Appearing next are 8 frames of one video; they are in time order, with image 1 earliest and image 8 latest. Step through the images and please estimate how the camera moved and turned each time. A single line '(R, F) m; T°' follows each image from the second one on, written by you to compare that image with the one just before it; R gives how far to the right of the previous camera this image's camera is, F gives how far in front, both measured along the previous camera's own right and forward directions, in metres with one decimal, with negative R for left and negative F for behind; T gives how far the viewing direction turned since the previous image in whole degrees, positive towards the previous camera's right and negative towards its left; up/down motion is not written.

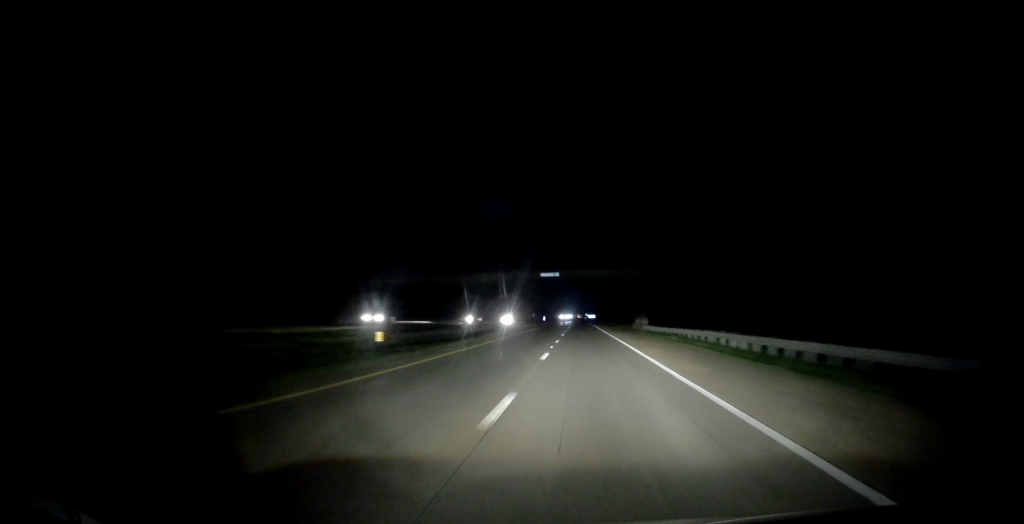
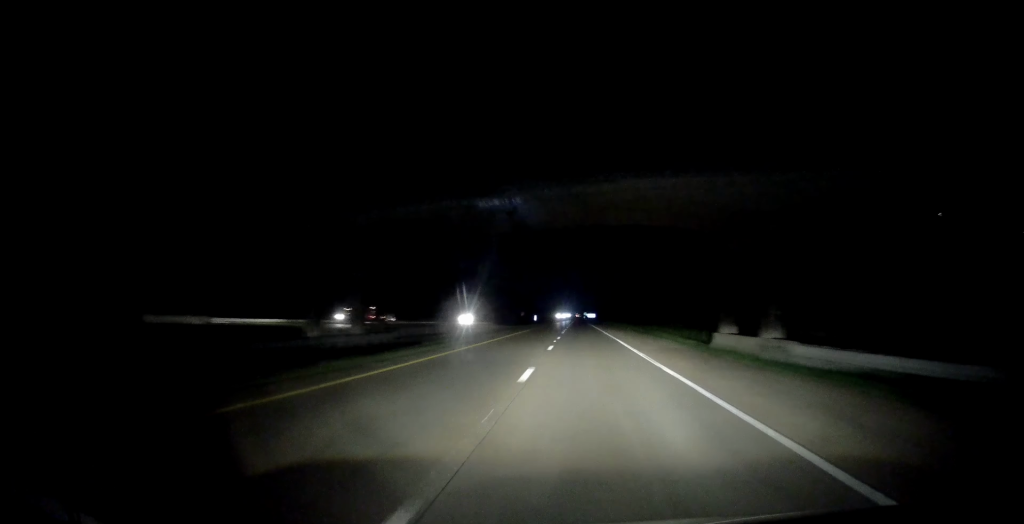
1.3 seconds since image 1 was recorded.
(-0.2, +42.8) m; -1°
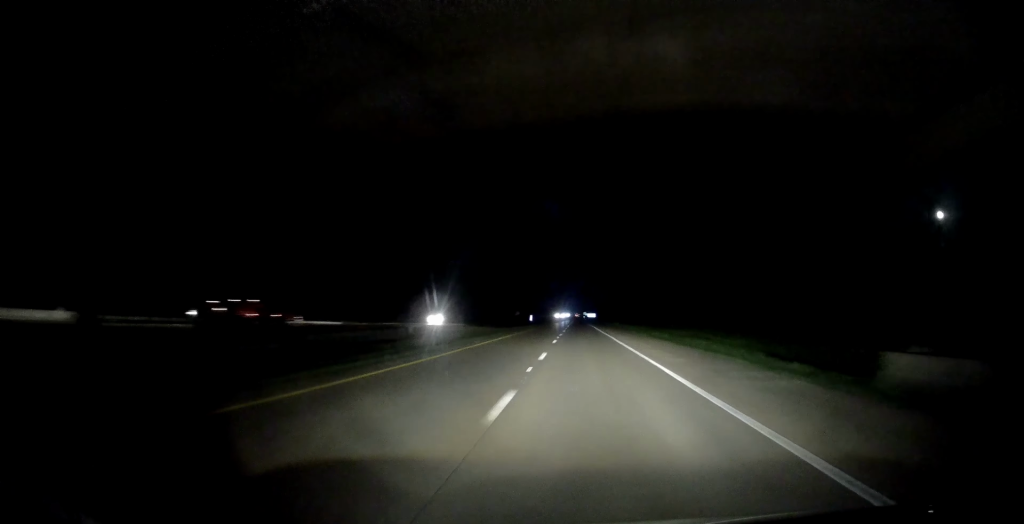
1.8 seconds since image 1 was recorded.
(-0.1, +16.9) m; 0°
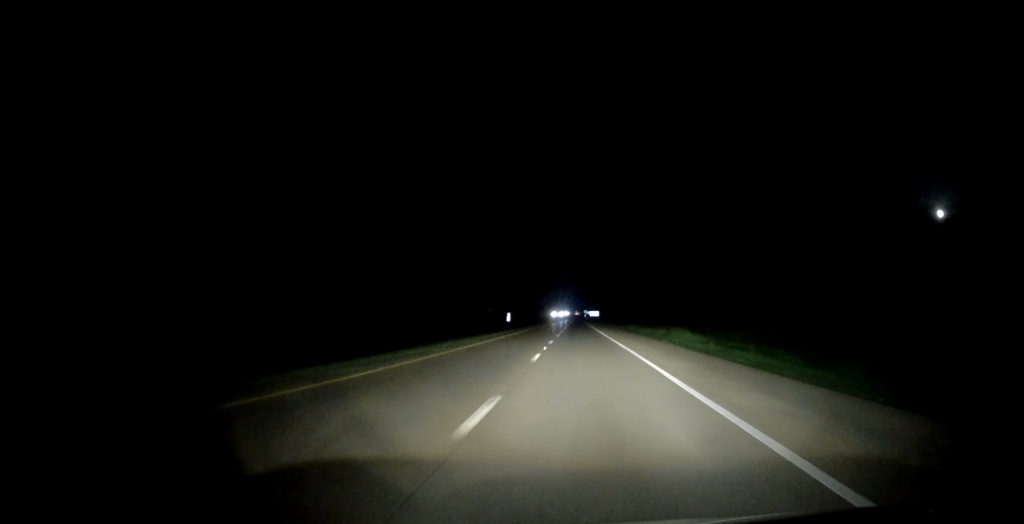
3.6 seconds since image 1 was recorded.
(+0.3, +61.2) m; 0°
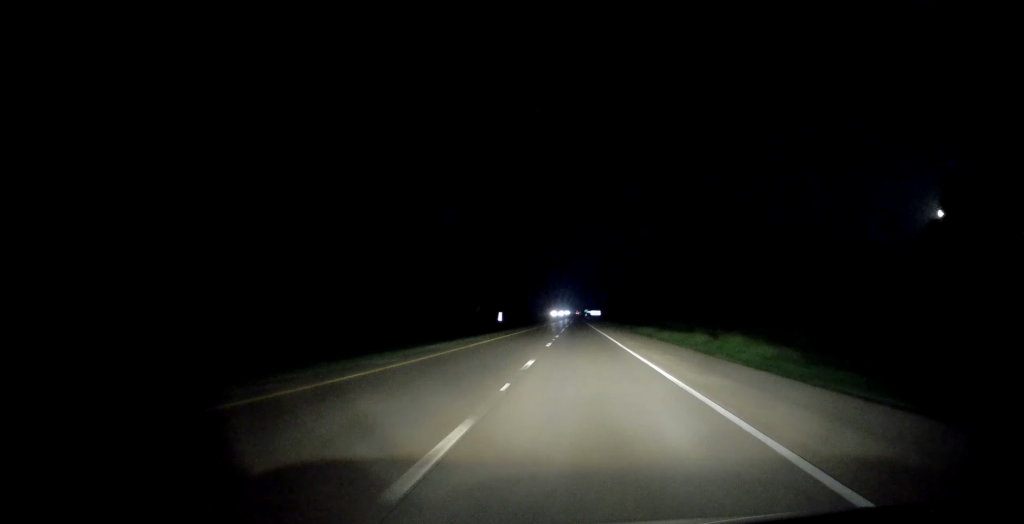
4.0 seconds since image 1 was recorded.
(-0.1, +14.8) m; 0°
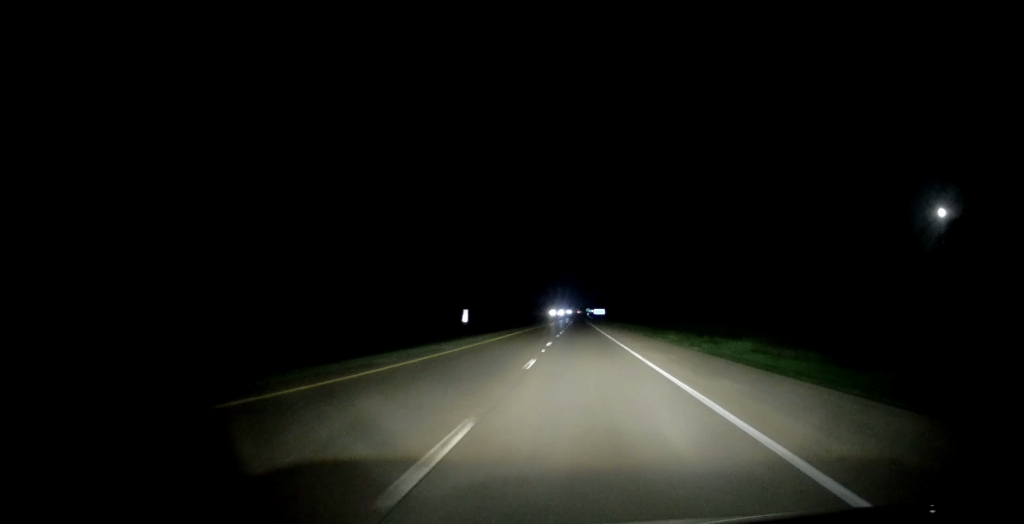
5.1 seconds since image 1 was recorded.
(+0.2, +36.4) m; 0°
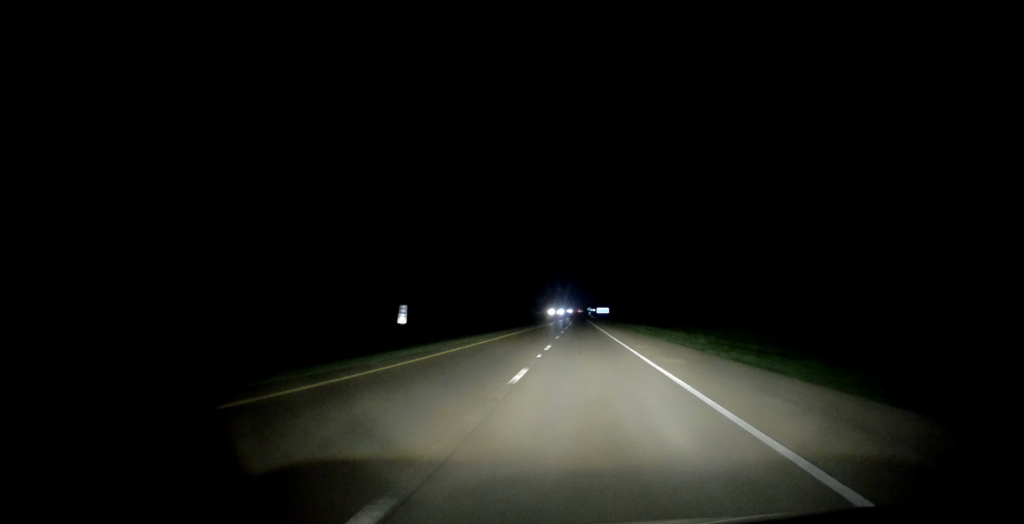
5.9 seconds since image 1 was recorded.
(-0.3, +28.4) m; 0°
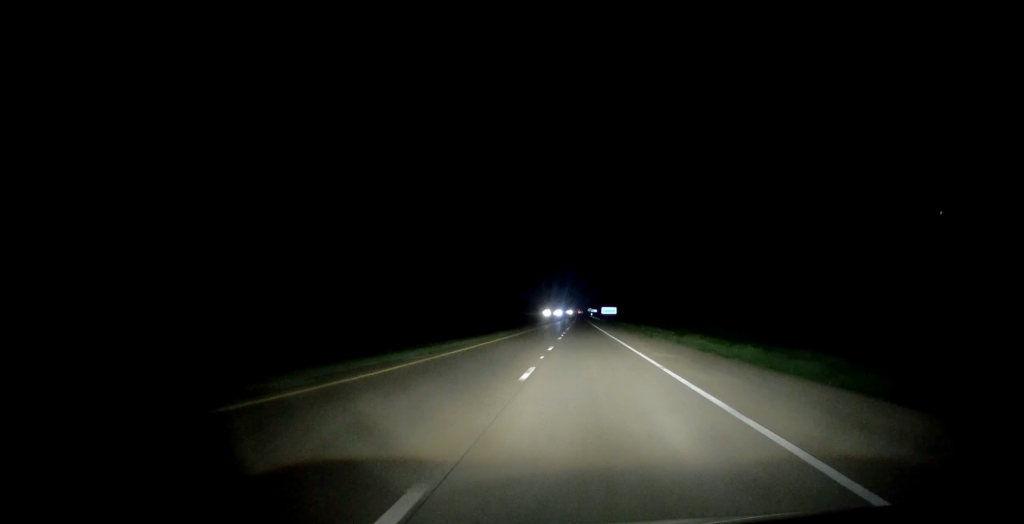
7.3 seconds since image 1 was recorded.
(+0.3, +48.0) m; 0°
